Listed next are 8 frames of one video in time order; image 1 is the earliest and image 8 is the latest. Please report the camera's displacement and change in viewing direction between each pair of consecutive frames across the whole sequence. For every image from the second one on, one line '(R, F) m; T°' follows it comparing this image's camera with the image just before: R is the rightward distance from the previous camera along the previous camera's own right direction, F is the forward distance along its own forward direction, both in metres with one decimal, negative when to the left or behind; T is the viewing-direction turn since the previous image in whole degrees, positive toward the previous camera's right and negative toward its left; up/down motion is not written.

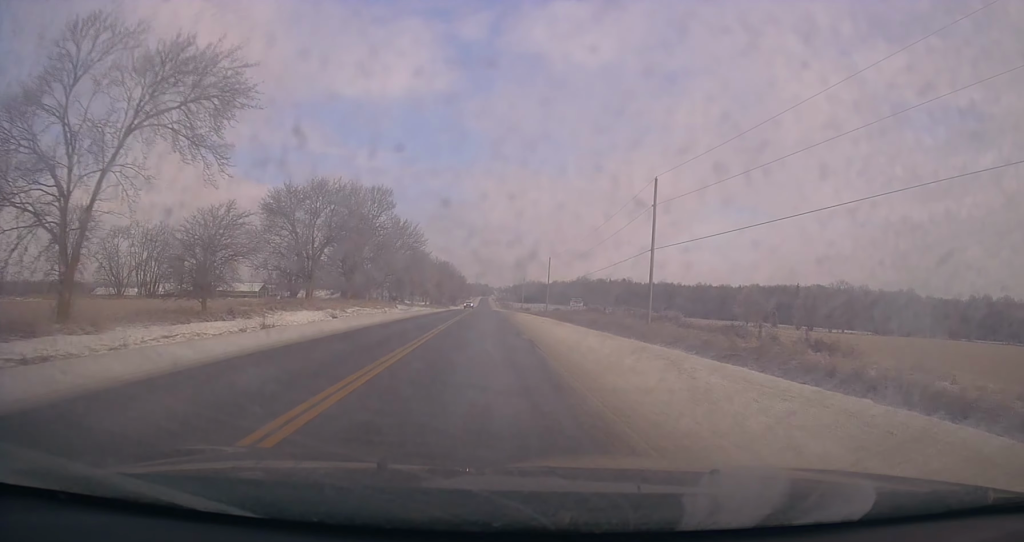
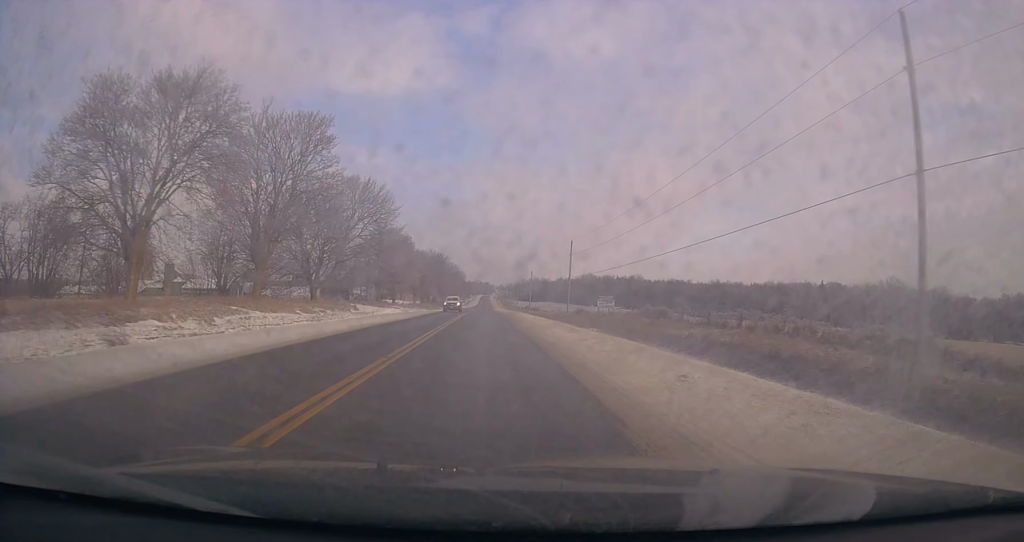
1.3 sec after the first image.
(0.0, +28.7) m; 0°
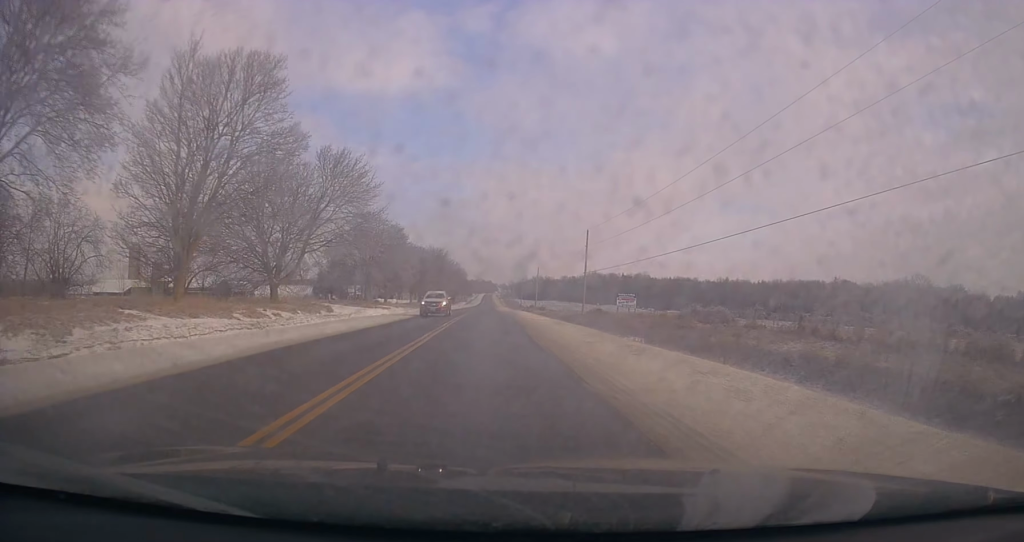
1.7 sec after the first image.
(0.0, +11.1) m; 0°
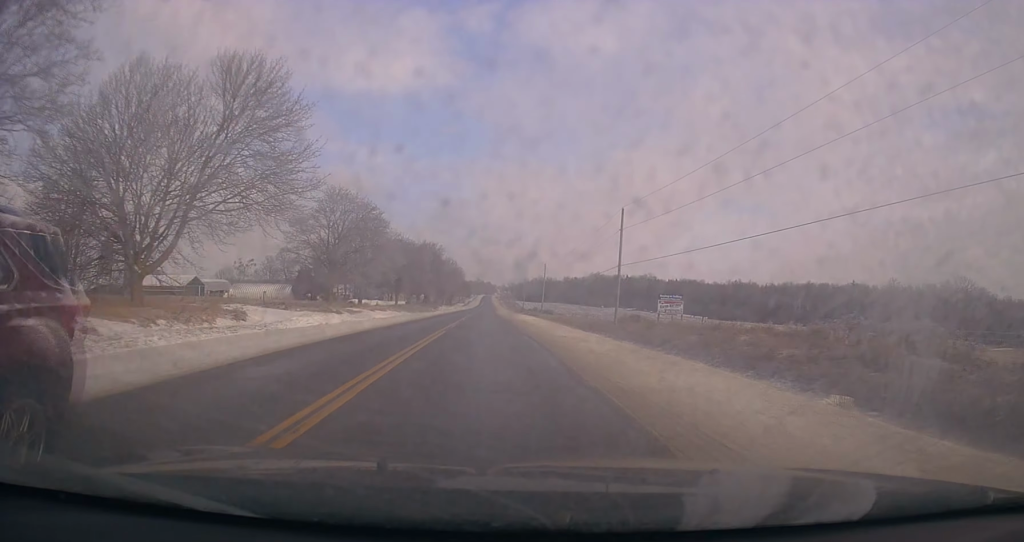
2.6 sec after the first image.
(0.0, +19.4) m; -1°
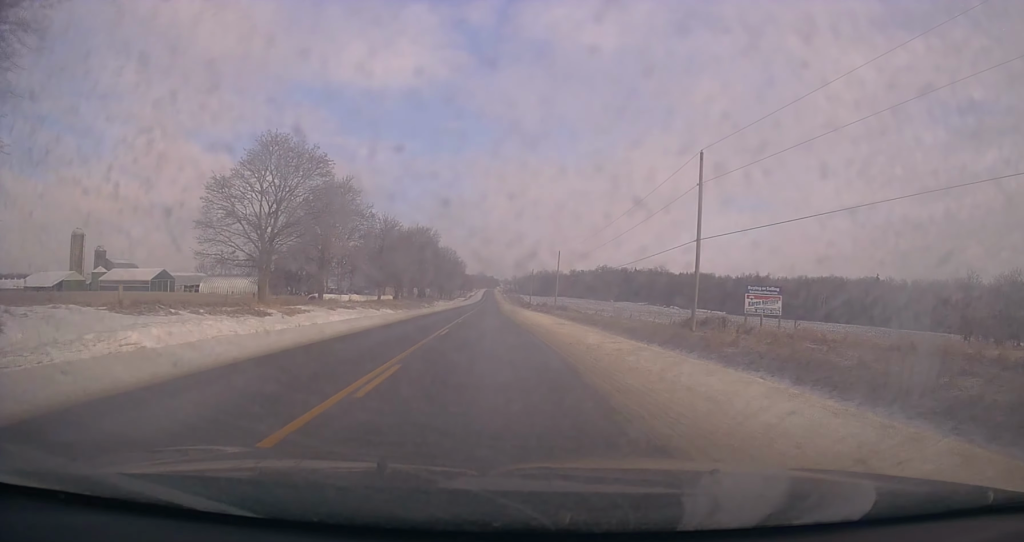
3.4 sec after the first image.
(-0.2, +20.0) m; 0°
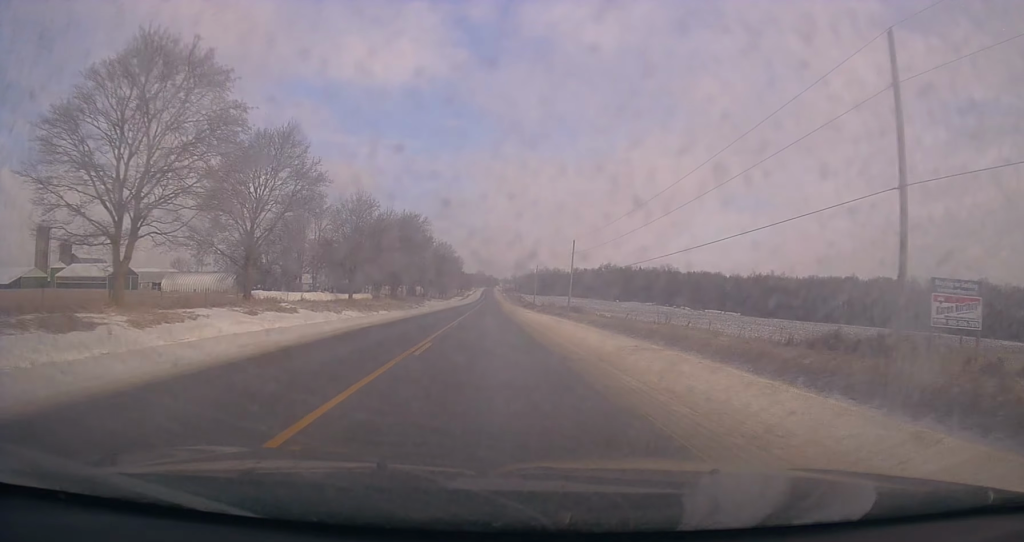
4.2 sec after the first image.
(0.0, +18.2) m; +1°
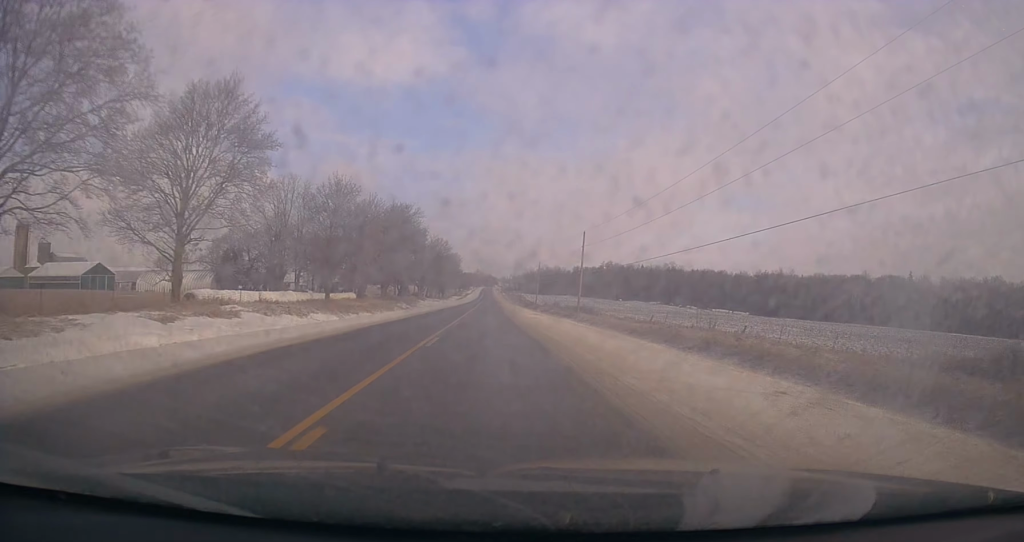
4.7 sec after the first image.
(+0.1, +10.6) m; +1°
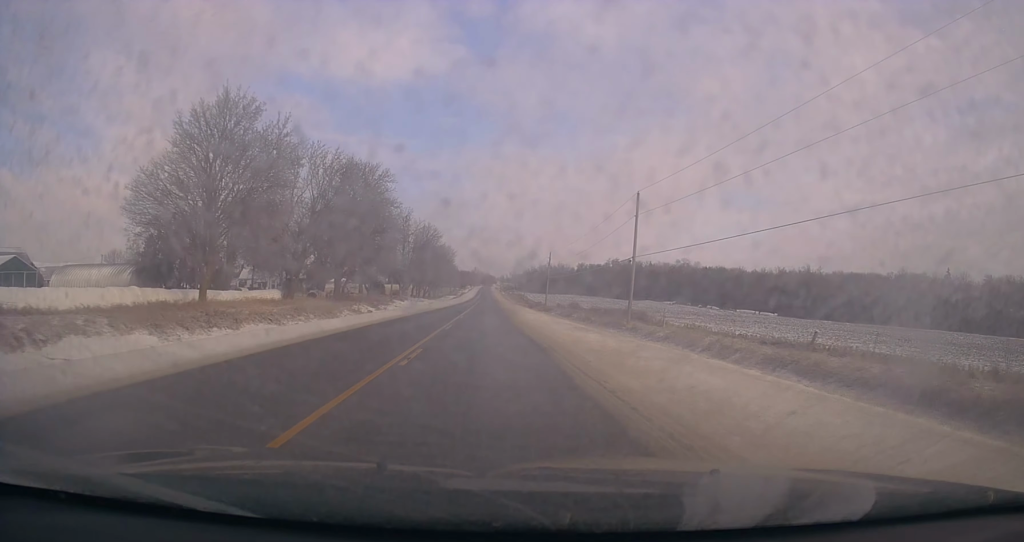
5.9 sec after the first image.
(+0.4, +27.5) m; 0°
